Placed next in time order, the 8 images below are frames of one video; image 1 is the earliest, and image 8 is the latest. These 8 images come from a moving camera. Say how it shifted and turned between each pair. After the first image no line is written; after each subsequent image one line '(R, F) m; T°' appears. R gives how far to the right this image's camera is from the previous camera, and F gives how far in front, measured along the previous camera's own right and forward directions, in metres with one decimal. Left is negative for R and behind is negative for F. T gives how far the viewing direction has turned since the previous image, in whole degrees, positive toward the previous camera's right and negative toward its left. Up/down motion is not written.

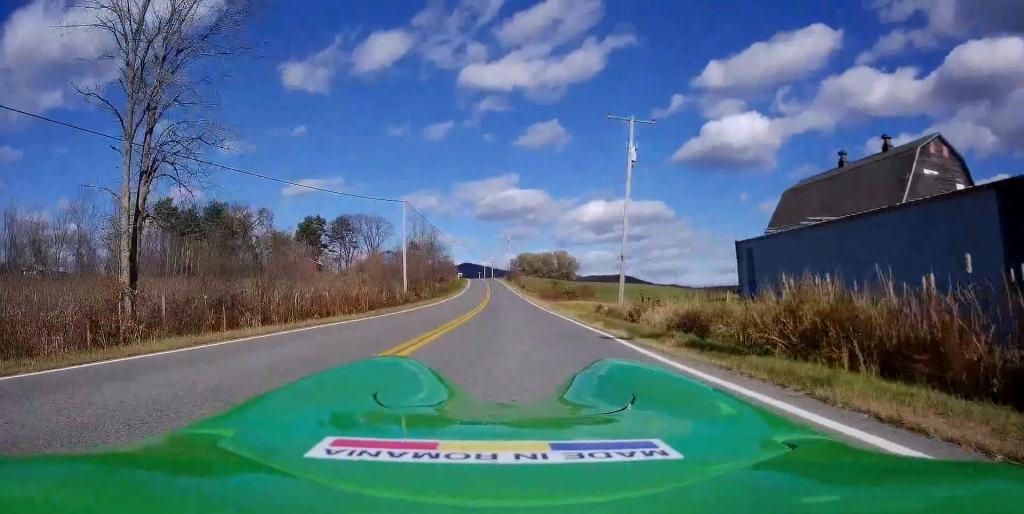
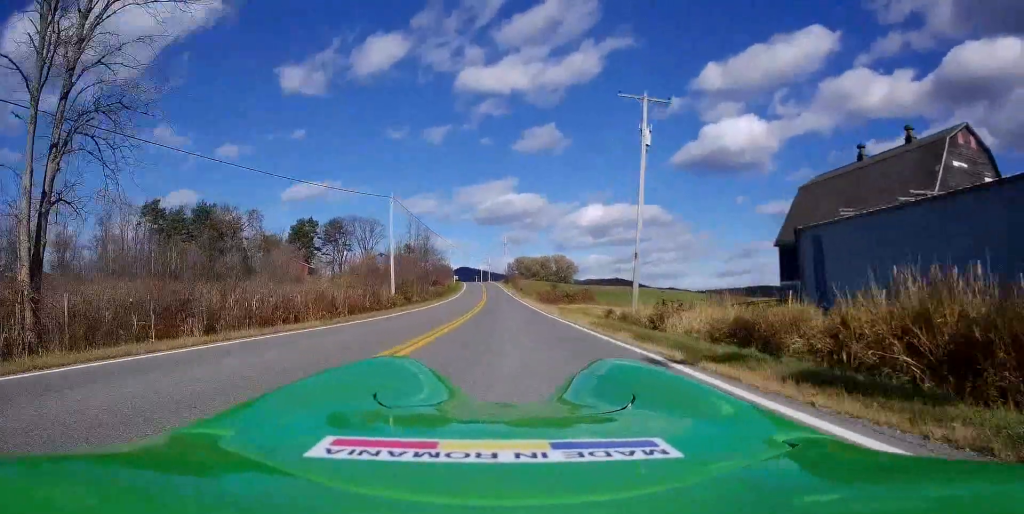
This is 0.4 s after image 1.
(0.0, +3.7) m; 0°
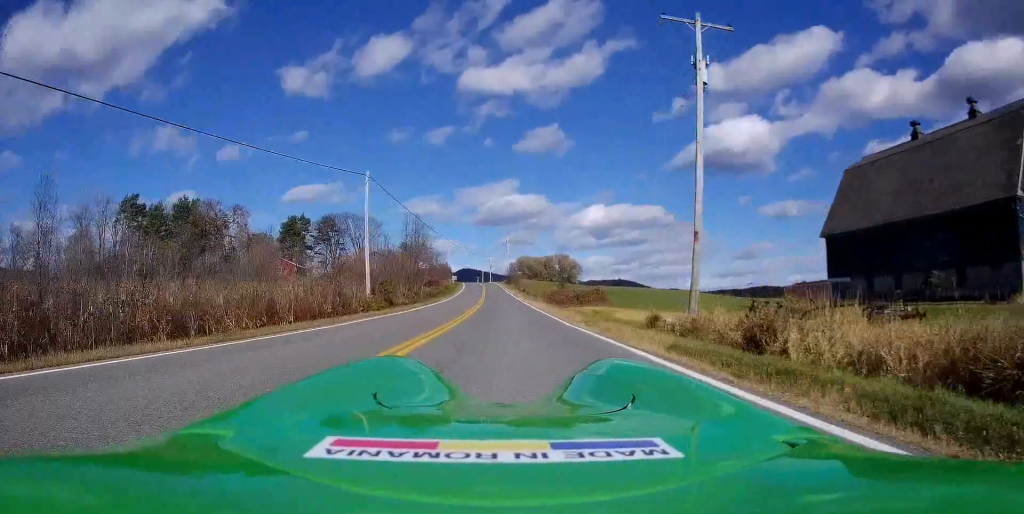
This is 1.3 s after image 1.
(0.0, +8.1) m; -1°
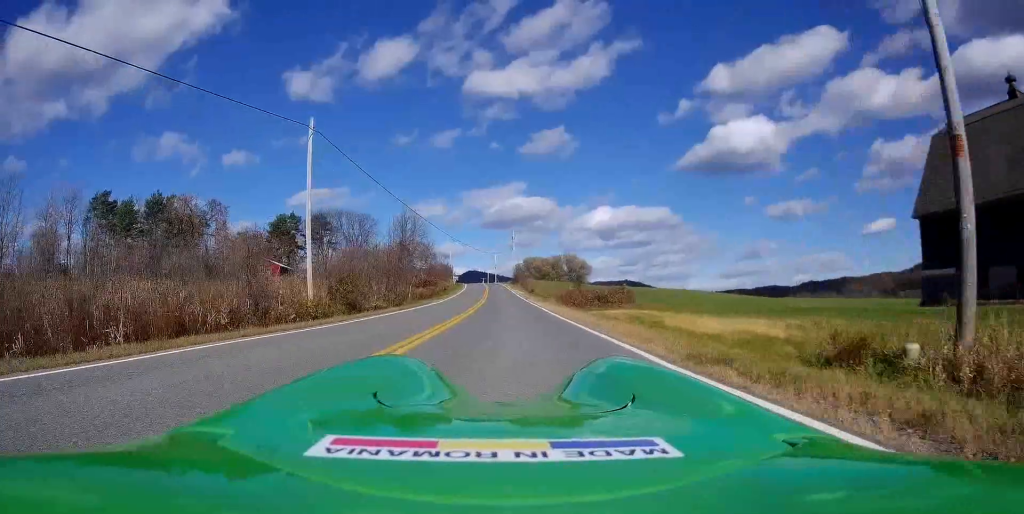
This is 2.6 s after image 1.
(-0.2, +10.9) m; -2°
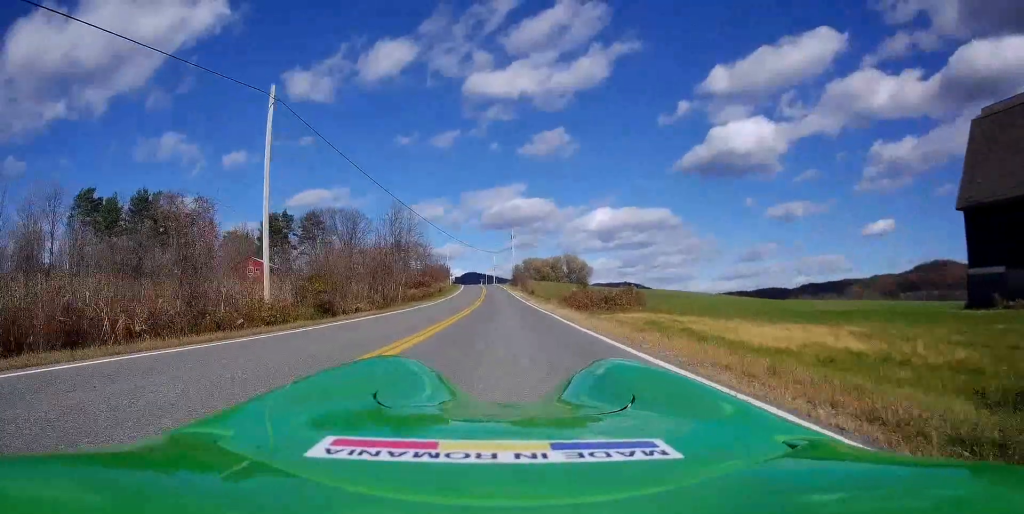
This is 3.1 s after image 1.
(-0.2, +4.3) m; 0°
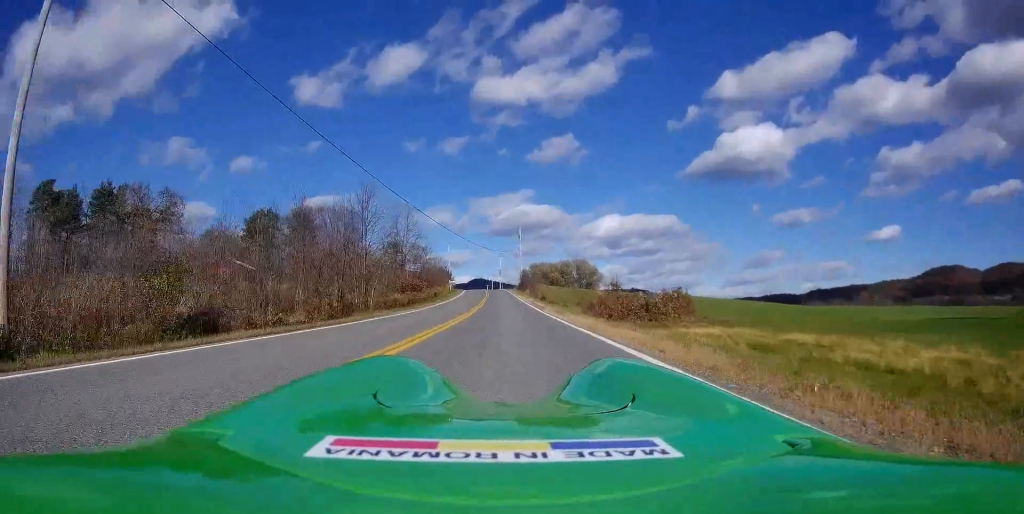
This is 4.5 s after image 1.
(+0.4, +12.0) m; 0°
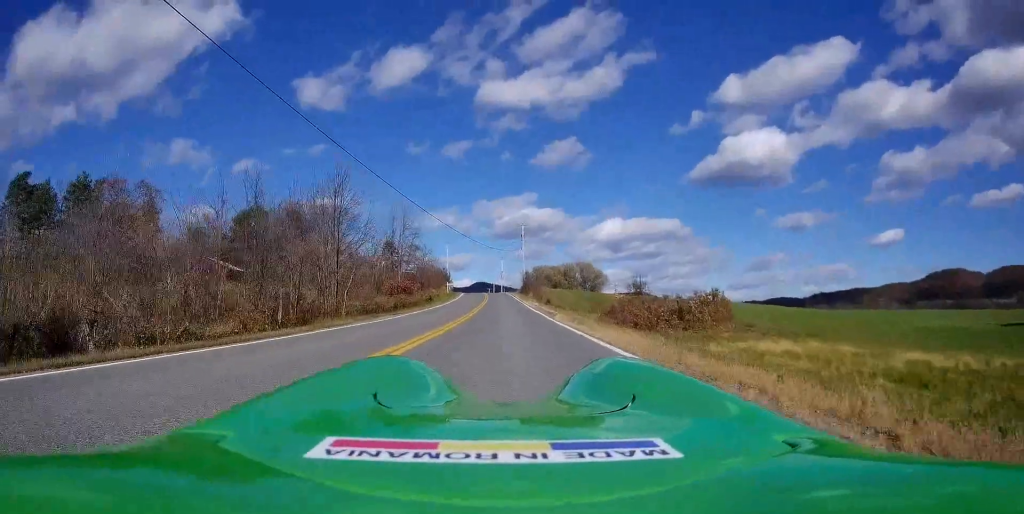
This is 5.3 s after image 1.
(-0.1, +6.3) m; -1°
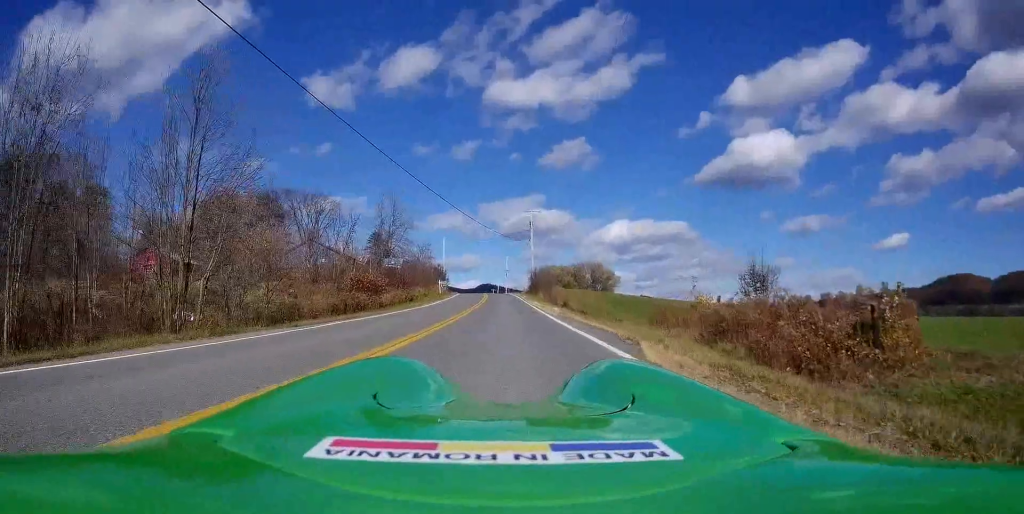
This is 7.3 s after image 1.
(+0.7, +15.2) m; +3°
